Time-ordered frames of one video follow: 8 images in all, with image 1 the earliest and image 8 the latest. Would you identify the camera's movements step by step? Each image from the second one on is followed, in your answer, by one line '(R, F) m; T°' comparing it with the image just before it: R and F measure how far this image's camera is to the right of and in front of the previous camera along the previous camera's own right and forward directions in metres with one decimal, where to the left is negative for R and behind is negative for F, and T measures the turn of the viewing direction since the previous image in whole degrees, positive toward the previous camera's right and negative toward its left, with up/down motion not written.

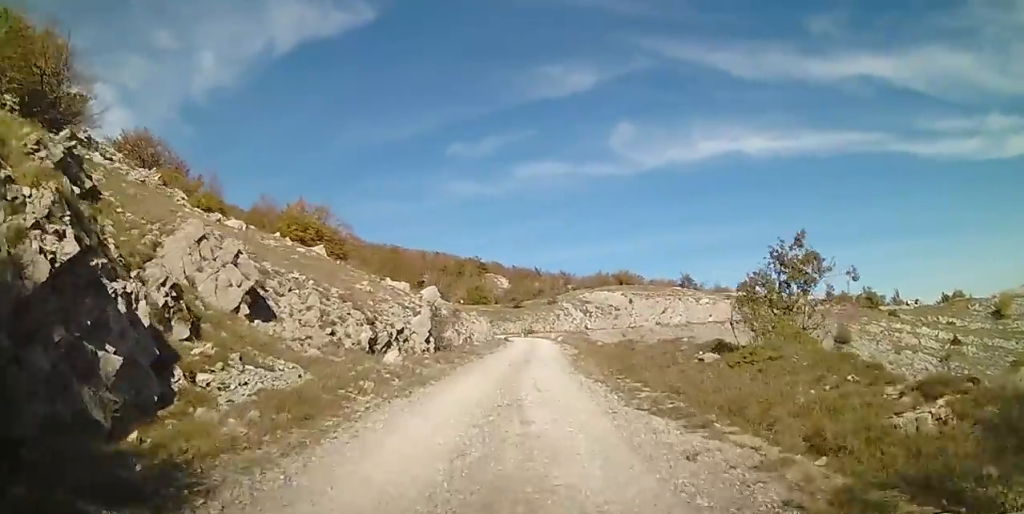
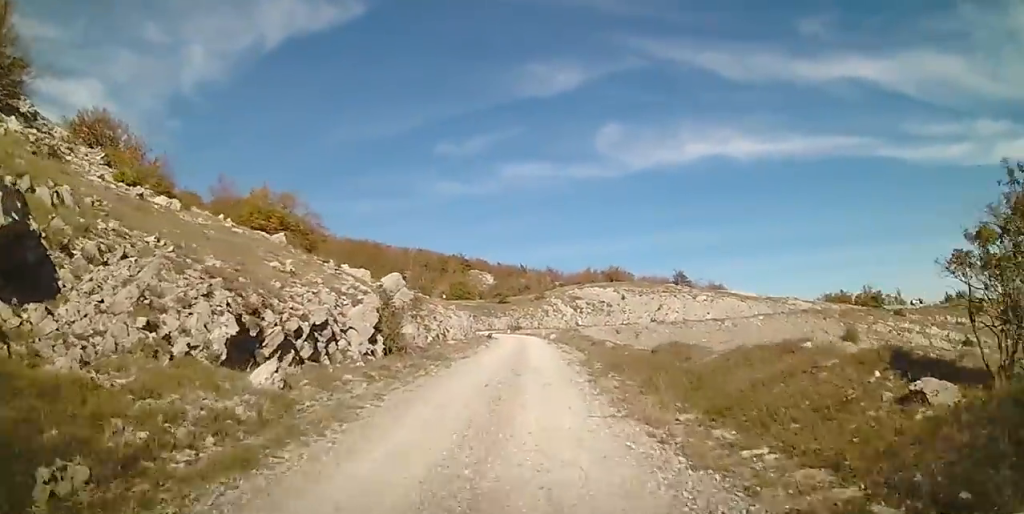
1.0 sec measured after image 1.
(+0.4, +7.5) m; +4°
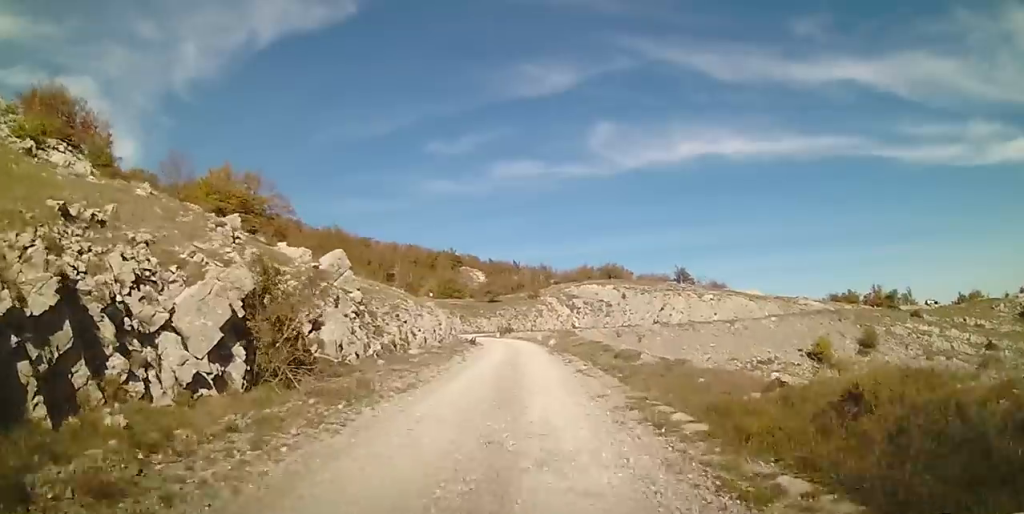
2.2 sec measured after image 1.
(0.0, +8.9) m; -3°
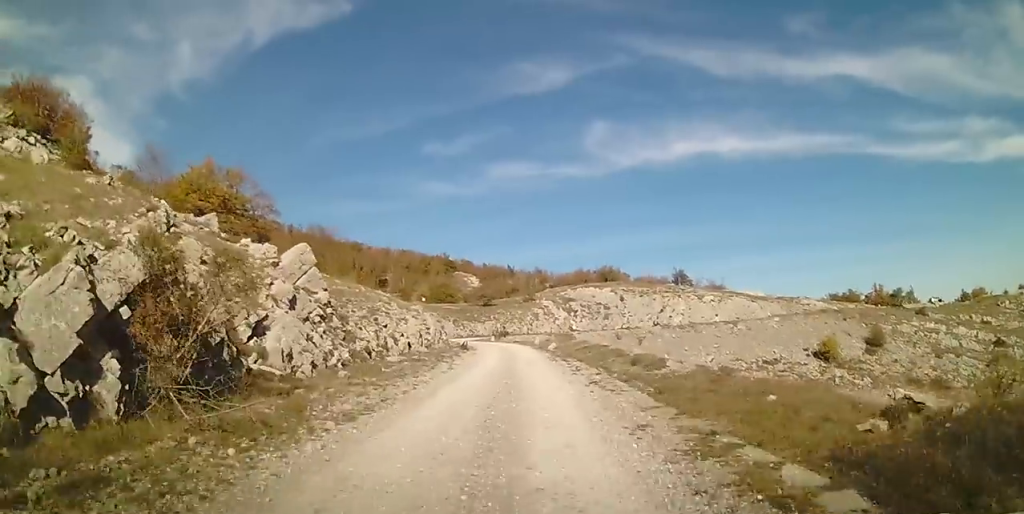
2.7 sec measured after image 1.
(-0.2, +3.3) m; 0°
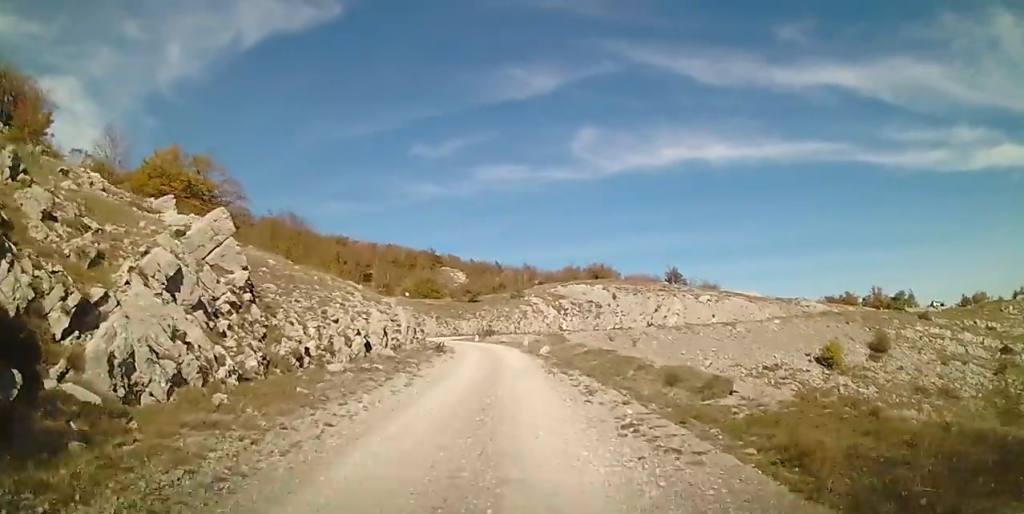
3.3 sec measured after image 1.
(-0.1, +5.1) m; +1°
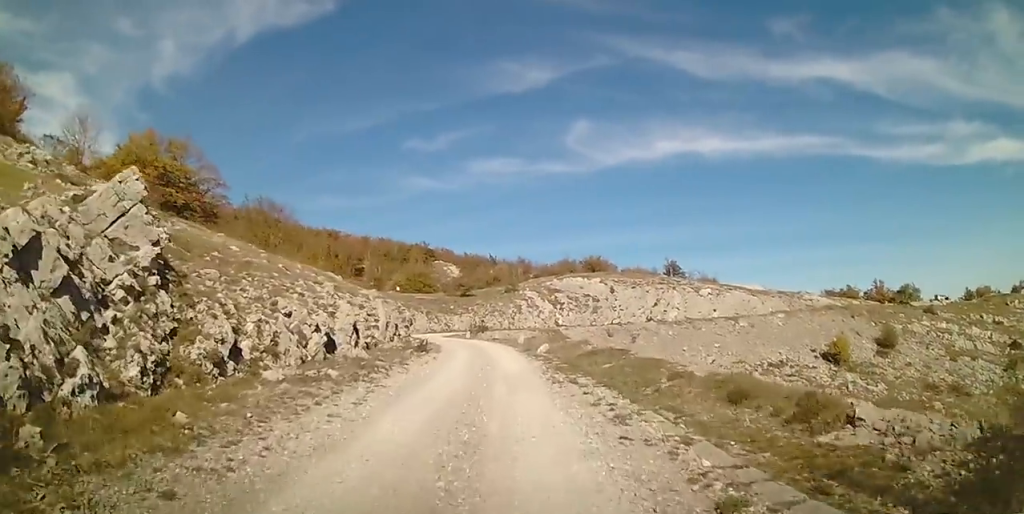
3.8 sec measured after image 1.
(+0.2, +3.6) m; +2°
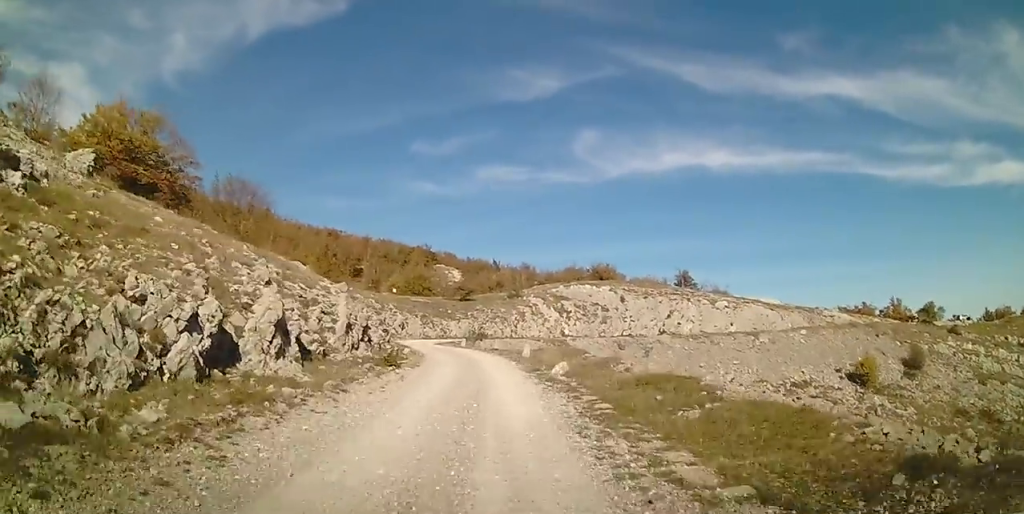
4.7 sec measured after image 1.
(+0.1, +6.7) m; -1°
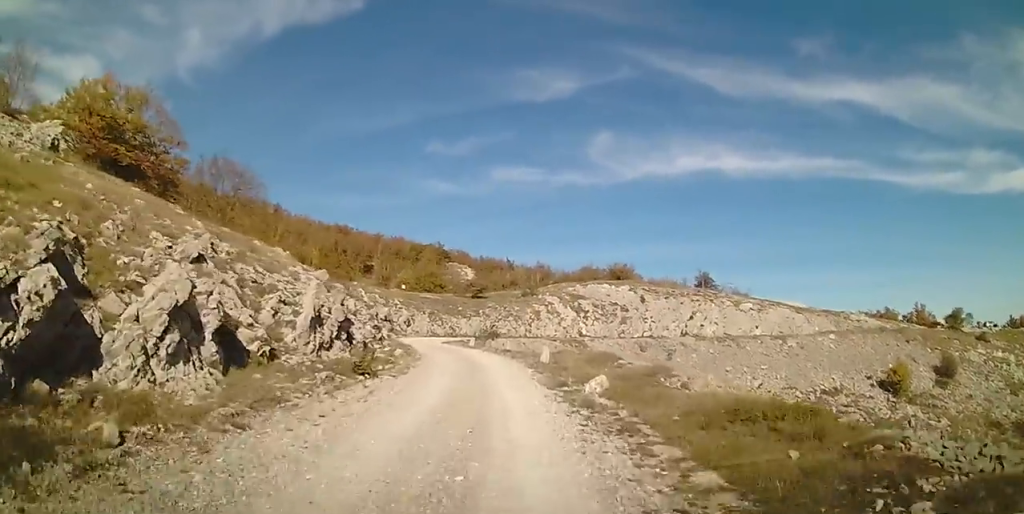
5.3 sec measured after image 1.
(0.0, +4.7) m; -2°
